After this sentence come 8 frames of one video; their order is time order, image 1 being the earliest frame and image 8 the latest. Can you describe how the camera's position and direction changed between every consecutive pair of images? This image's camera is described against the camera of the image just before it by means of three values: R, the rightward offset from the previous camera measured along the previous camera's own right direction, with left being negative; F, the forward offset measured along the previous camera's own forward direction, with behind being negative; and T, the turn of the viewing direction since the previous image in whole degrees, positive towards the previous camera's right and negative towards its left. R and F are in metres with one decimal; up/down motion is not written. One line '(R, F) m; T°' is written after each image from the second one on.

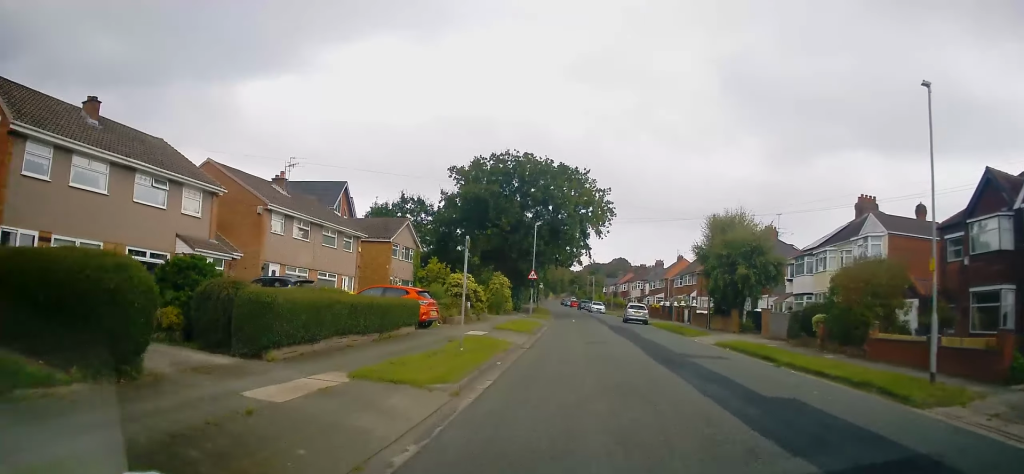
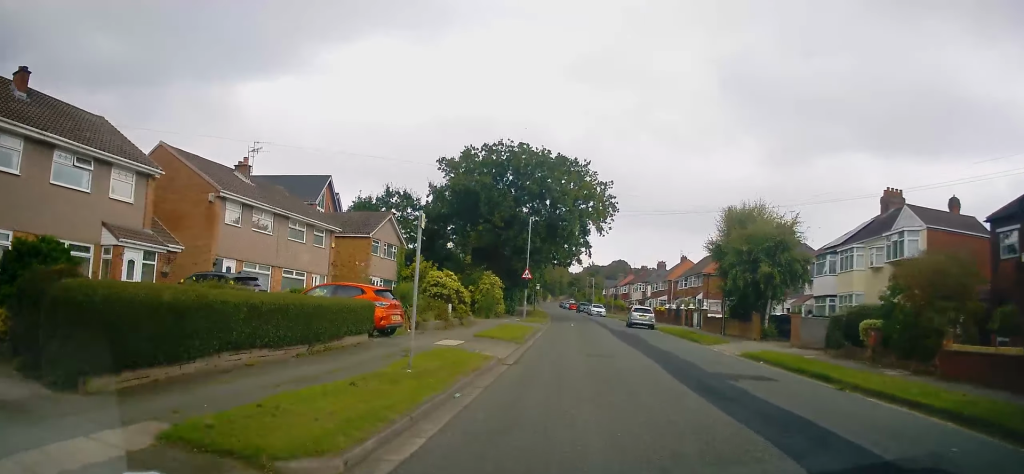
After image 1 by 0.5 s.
(-0.2, +4.2) m; 0°
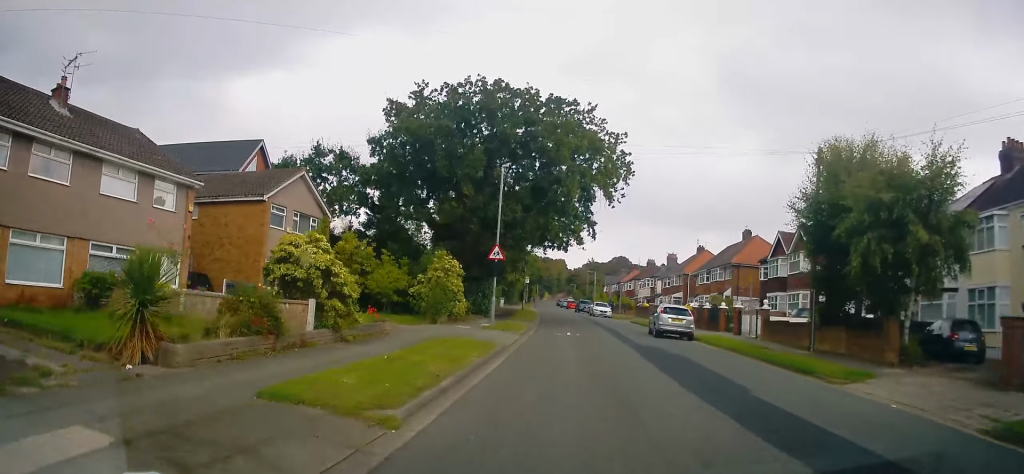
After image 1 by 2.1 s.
(+0.1, +13.6) m; 0°
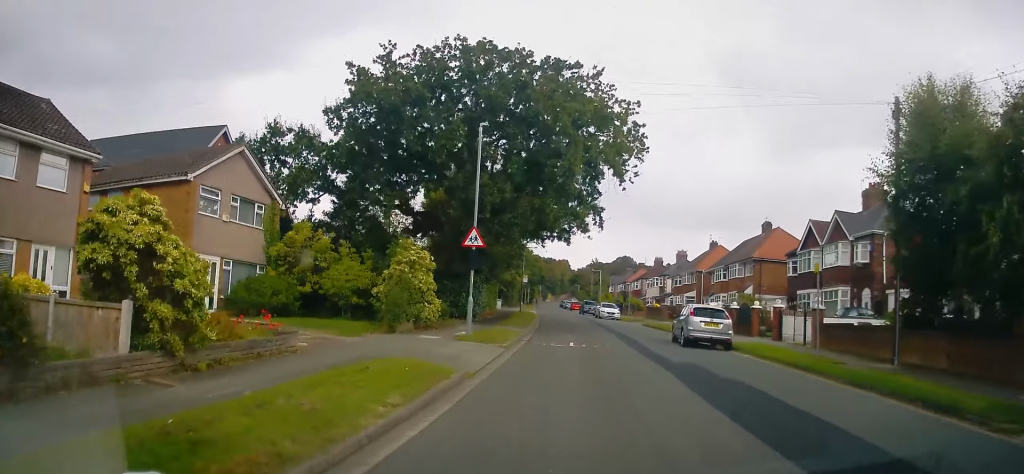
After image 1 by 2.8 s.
(-0.3, +5.8) m; 0°
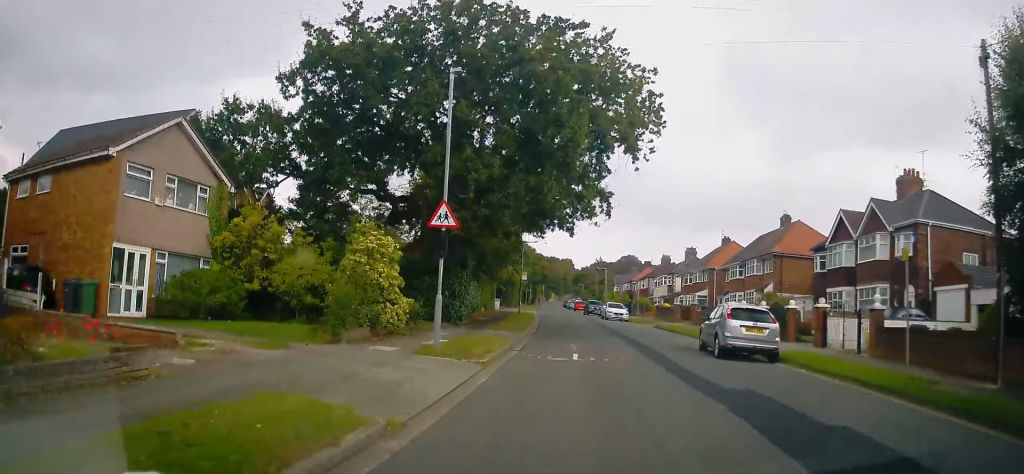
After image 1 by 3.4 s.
(+0.2, +4.4) m; 0°
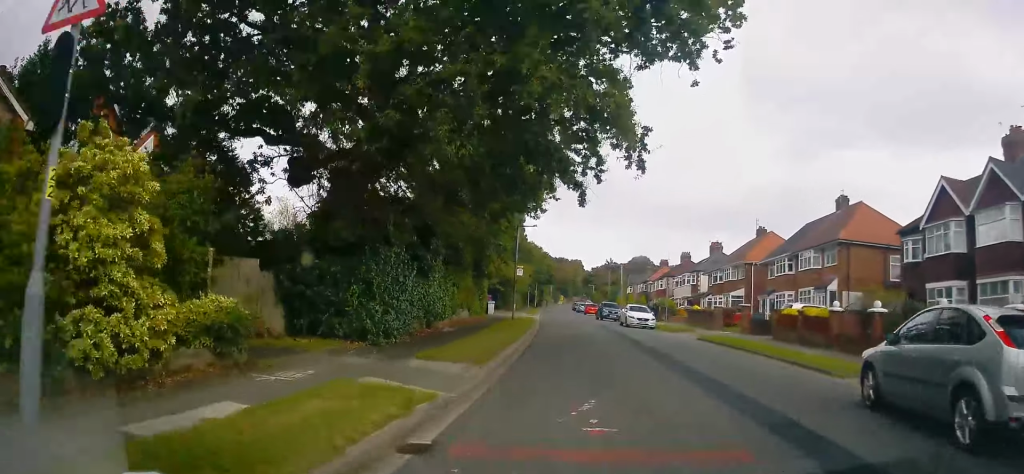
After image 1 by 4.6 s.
(-0.1, +10.5) m; 0°
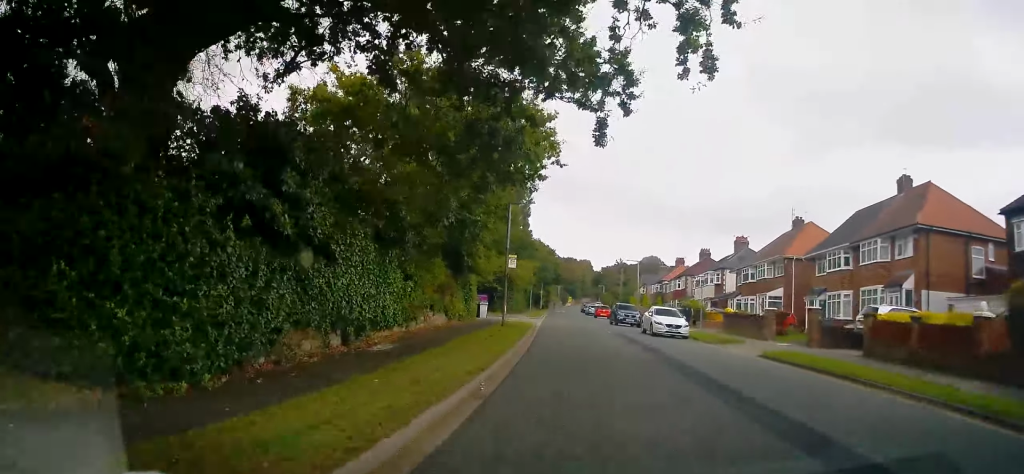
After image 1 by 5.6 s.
(+0.2, +8.3) m; 0°
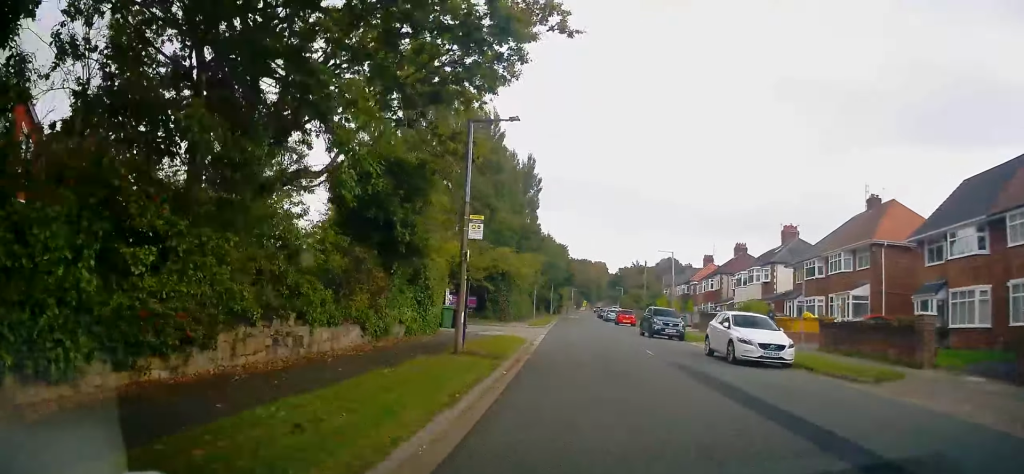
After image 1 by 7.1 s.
(-0.5, +12.5) m; -5°
